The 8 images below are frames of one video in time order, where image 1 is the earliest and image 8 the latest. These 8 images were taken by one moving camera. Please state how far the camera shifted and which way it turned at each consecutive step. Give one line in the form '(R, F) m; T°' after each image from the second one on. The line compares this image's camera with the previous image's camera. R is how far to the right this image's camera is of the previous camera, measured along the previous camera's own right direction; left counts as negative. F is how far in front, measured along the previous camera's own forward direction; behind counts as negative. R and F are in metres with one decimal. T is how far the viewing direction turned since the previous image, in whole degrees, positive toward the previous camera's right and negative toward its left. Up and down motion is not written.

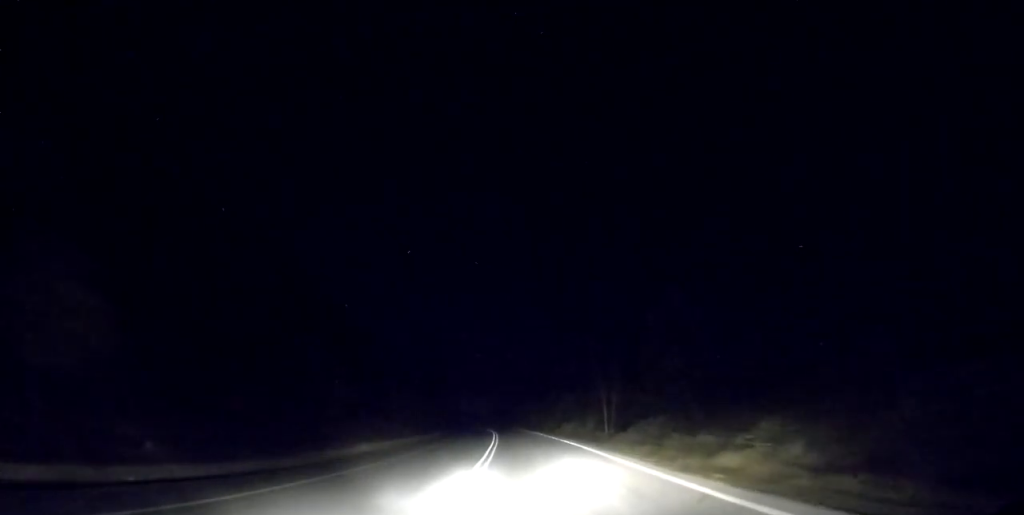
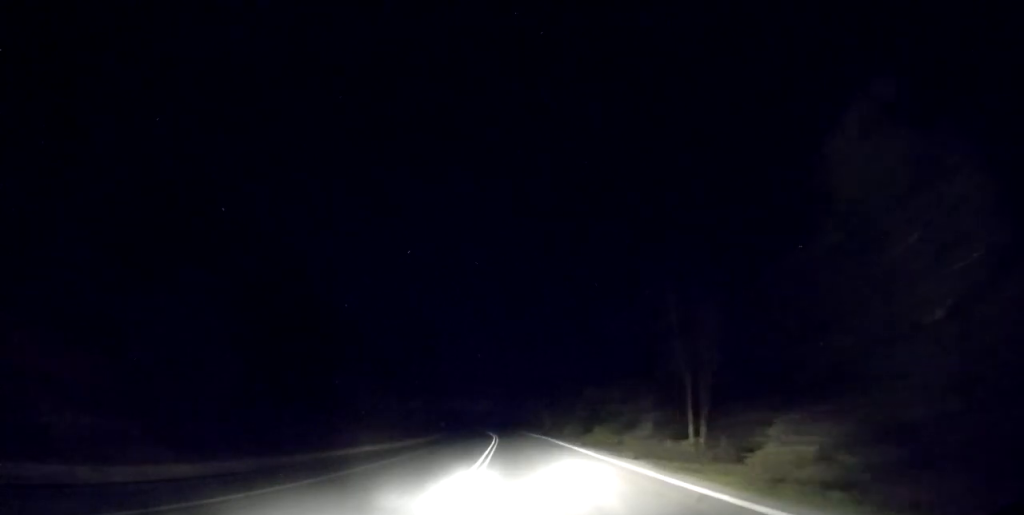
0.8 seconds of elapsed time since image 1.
(-0.2, +15.9) m; 0°
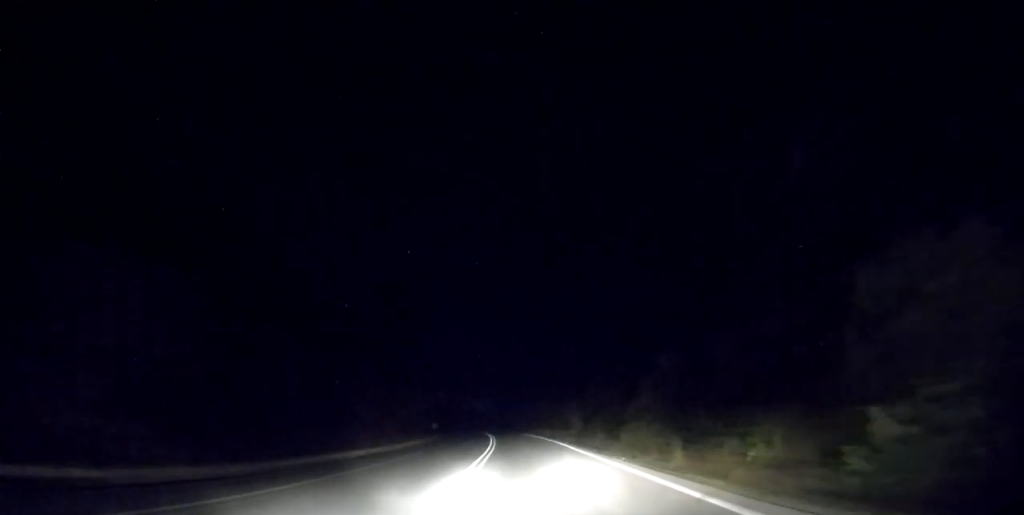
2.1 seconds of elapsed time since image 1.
(-0.2, +26.4) m; -2°
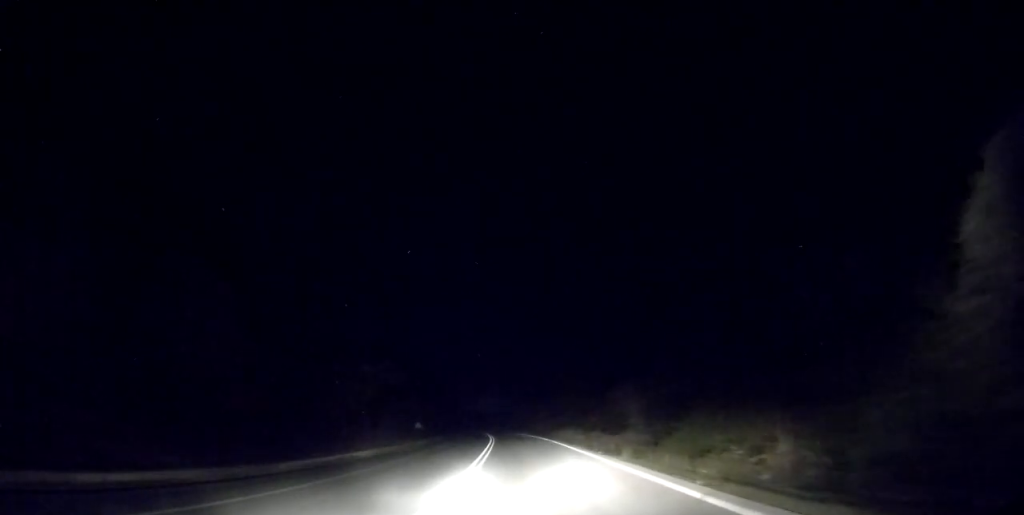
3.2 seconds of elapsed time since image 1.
(-0.1, +22.5) m; -1°
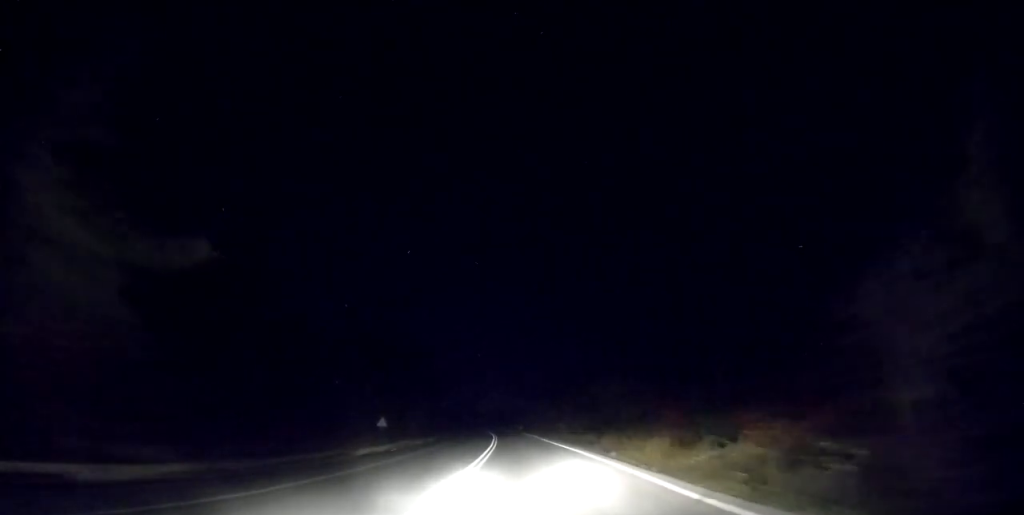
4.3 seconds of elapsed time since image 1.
(-0.4, +22.3) m; -2°
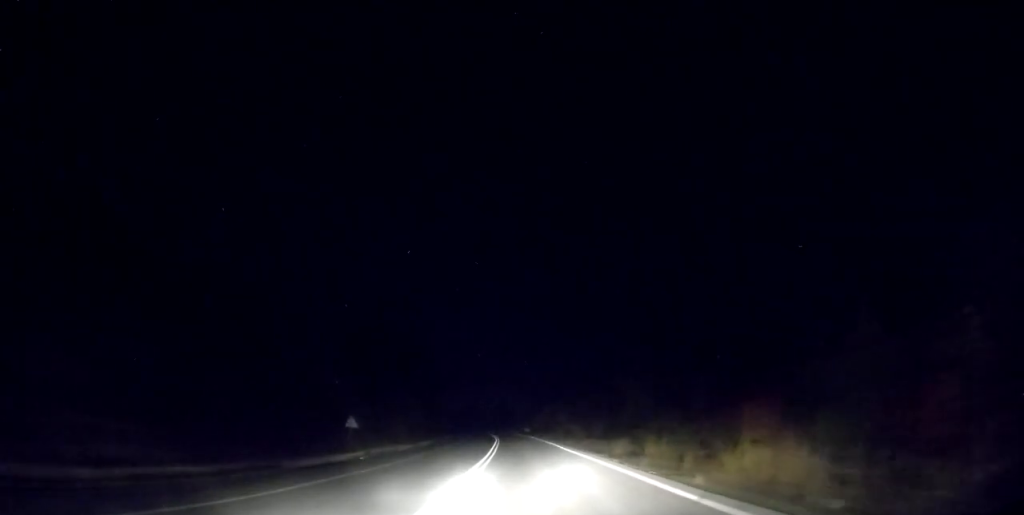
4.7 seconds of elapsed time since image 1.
(-0.1, +8.9) m; -1°
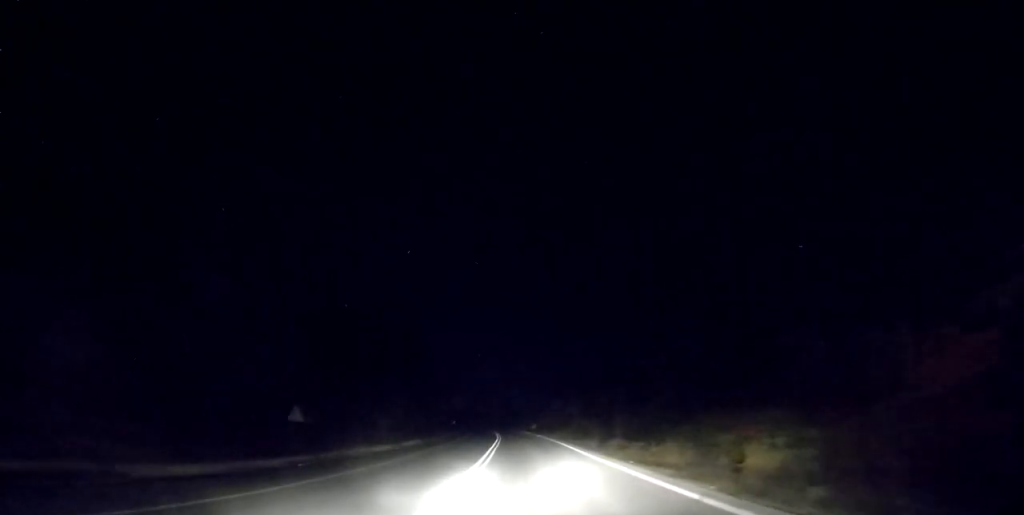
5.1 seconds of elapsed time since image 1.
(0.0, +8.9) m; -1°
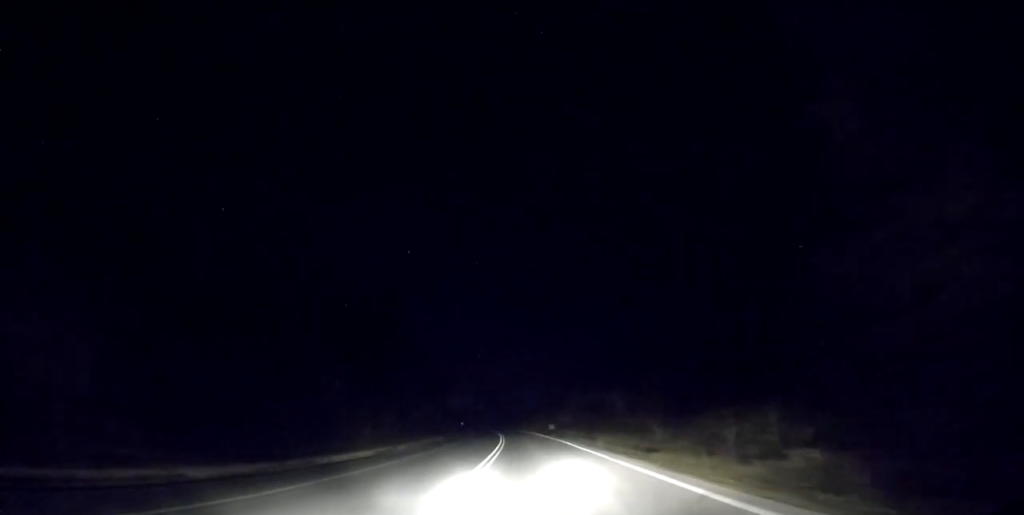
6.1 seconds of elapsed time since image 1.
(-0.3, +20.3) m; -1°
